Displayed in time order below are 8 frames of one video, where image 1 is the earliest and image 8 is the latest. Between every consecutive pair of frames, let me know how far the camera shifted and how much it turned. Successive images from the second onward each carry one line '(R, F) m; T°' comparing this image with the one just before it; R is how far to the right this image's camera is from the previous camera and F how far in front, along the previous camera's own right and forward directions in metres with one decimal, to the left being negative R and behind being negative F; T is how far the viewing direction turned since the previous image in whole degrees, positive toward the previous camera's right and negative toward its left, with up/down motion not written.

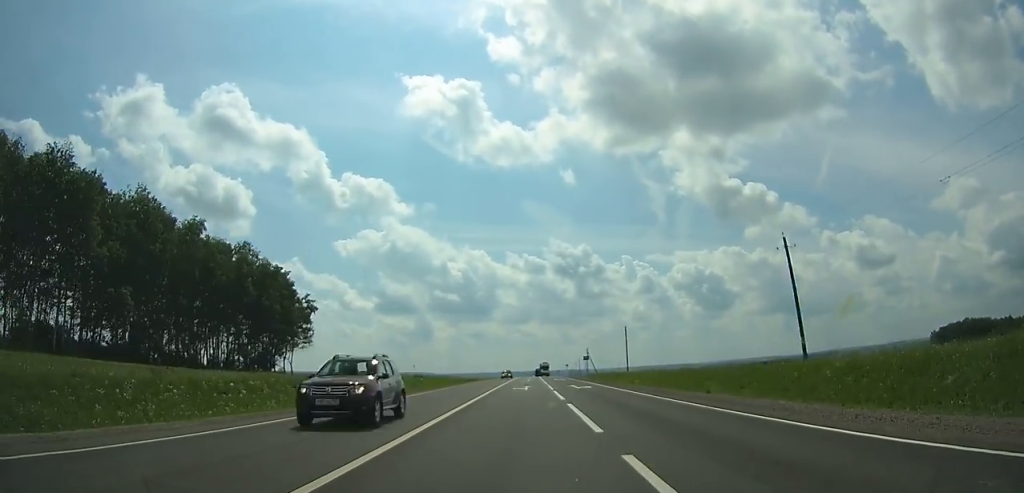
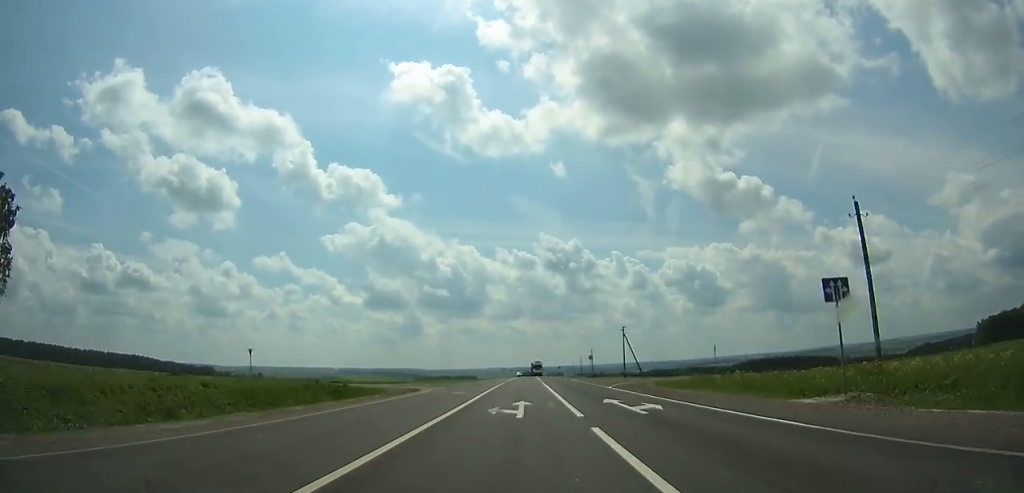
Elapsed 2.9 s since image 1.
(+0.3, +77.6) m; 0°
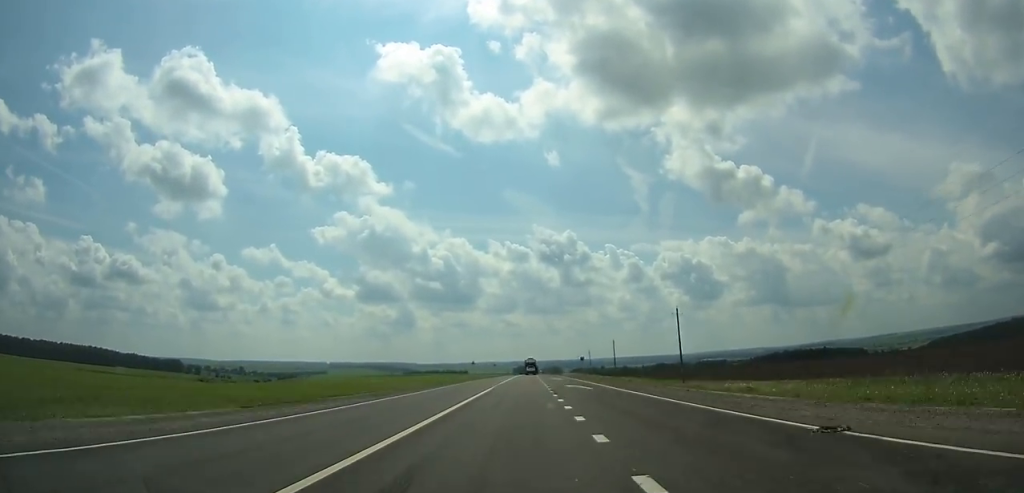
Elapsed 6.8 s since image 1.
(+0.6, +105.2) m; +1°
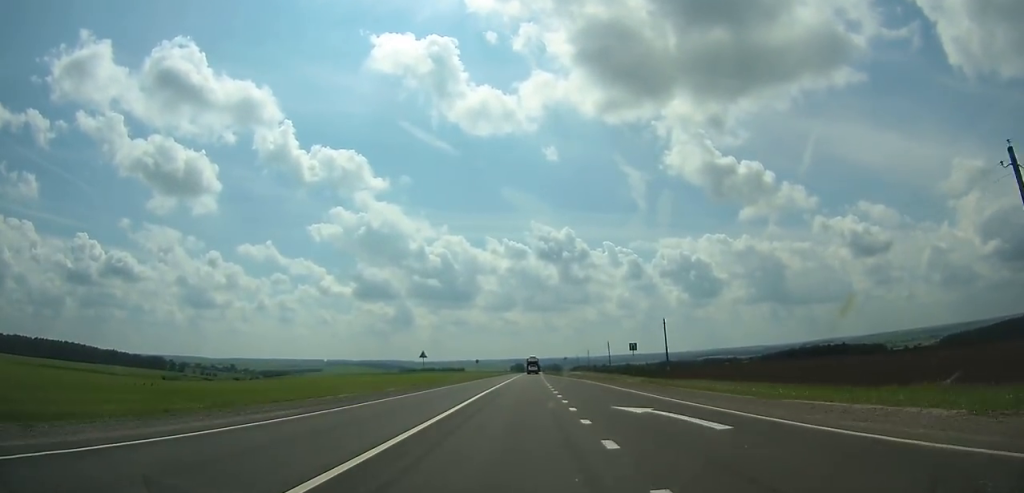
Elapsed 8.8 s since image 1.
(+0.3, +51.3) m; 0°
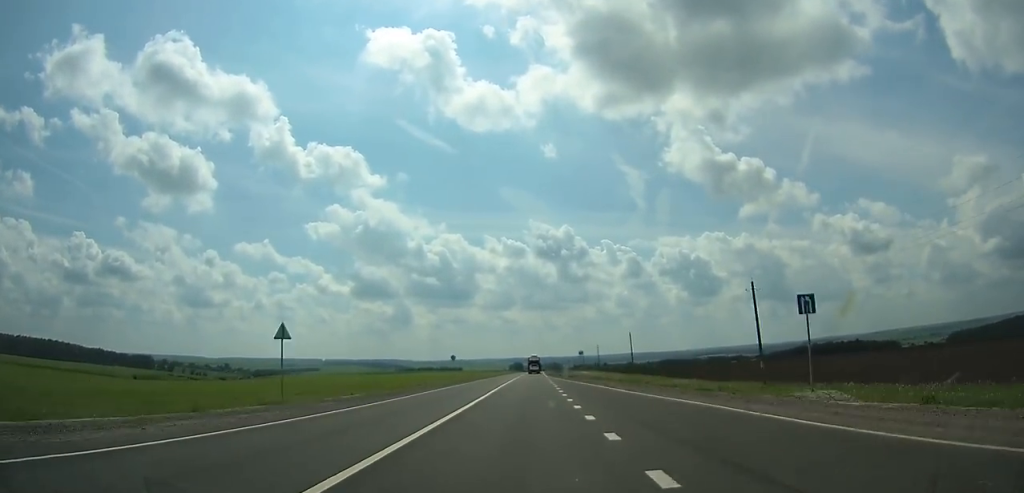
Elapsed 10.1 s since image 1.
(0.0, +33.4) m; 0°
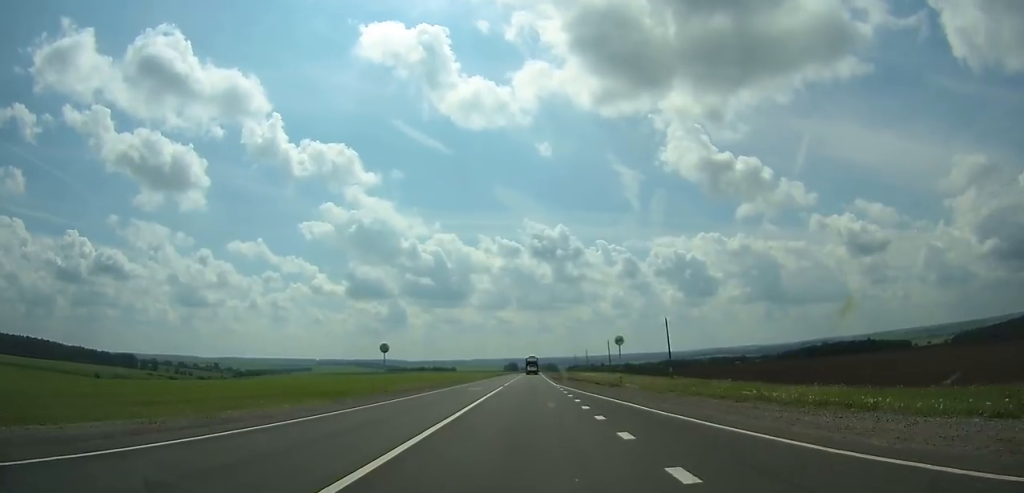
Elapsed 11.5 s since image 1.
(+0.2, +36.1) m; 0°
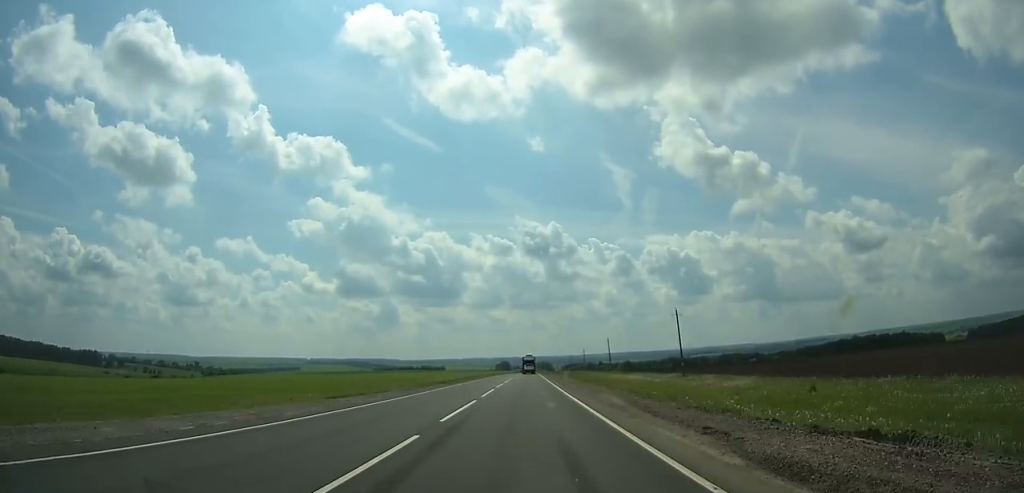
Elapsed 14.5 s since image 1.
(+0.5, +77.8) m; 0°
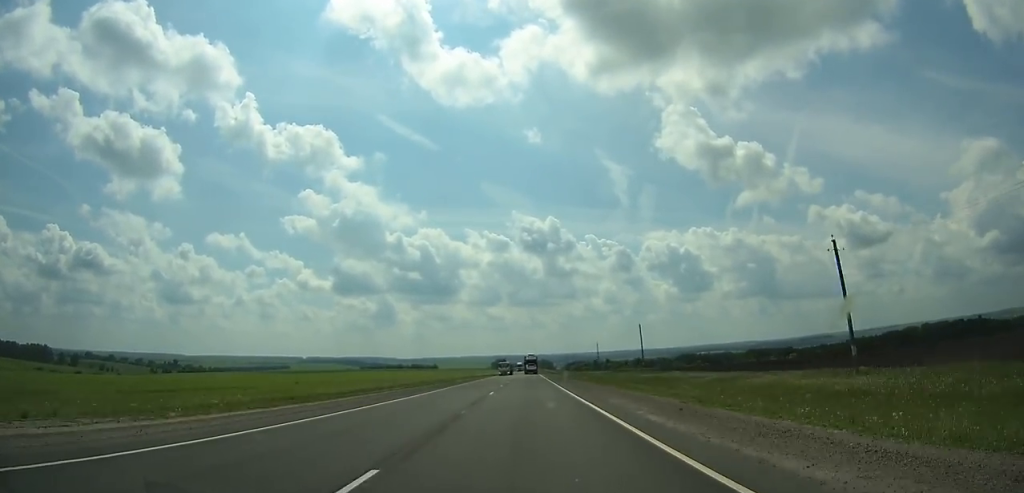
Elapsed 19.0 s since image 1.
(+0.4, +115.1) m; 0°
